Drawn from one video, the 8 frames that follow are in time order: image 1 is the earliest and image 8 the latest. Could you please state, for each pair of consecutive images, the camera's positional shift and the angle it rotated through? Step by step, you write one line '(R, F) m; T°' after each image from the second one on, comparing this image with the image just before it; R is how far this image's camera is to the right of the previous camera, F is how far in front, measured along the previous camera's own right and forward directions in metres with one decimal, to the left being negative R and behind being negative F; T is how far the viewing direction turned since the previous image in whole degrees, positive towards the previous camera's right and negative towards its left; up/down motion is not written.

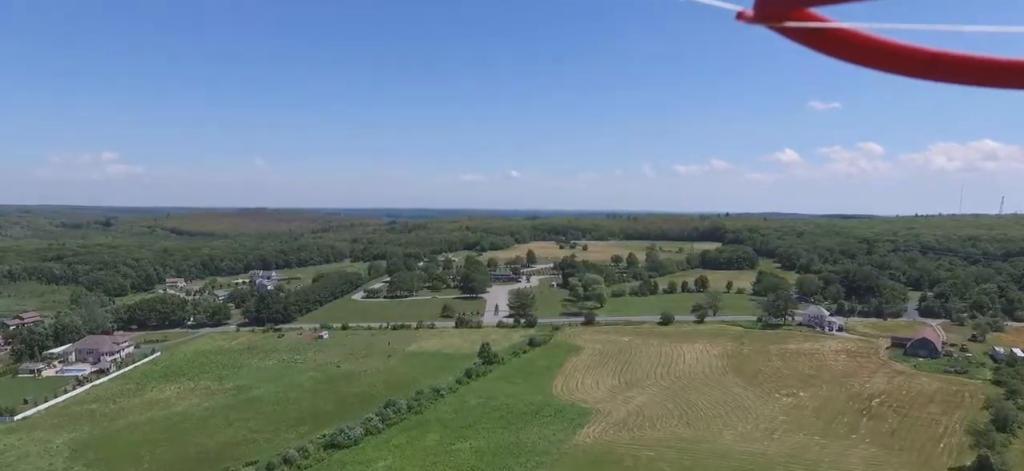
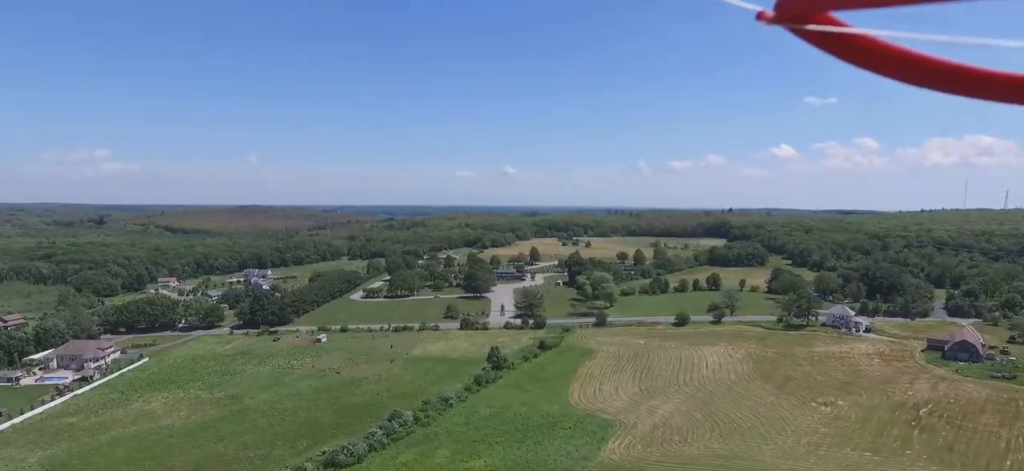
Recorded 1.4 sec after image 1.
(+0.1, +17.3) m; 0°
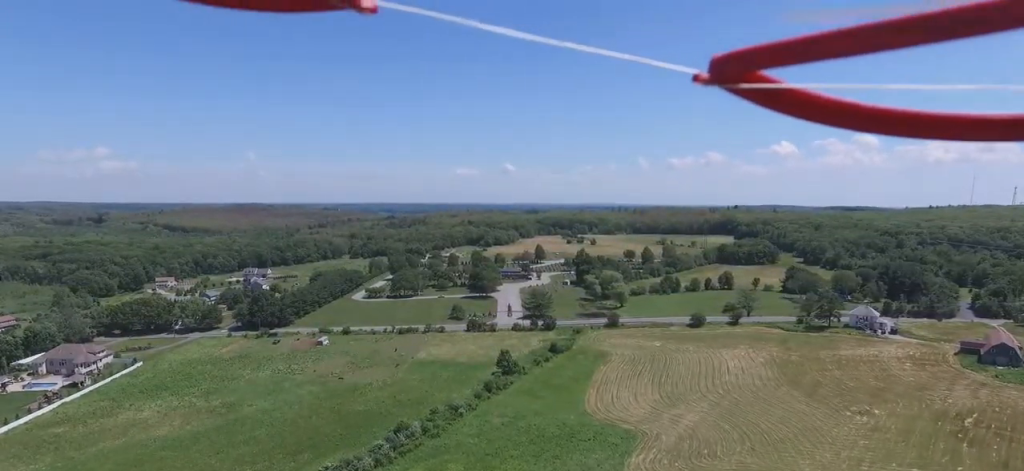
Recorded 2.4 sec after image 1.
(0.0, +13.8) m; 0°
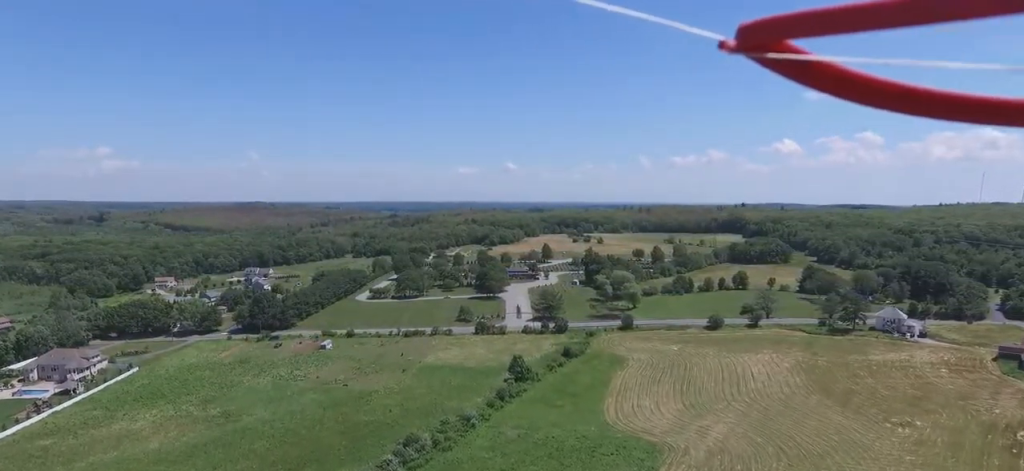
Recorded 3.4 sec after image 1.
(0.0, +11.9) m; 0°
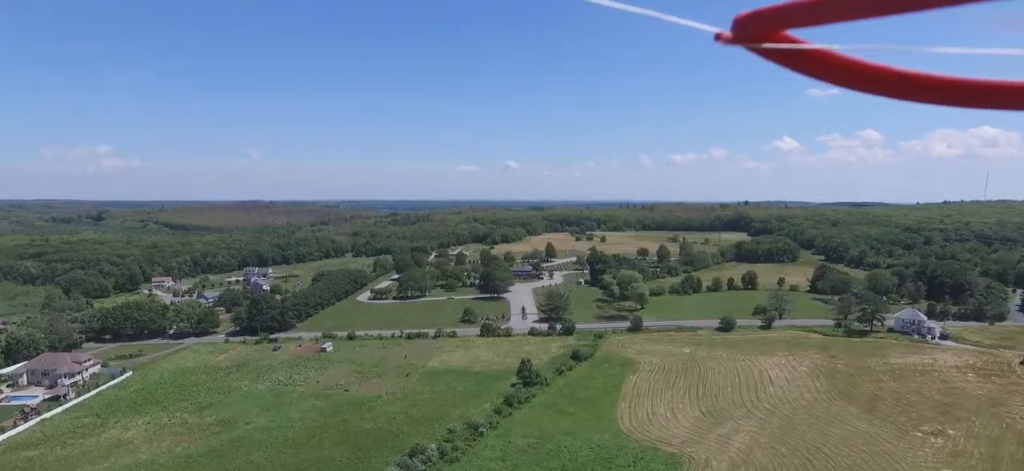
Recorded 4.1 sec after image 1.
(0.0, +9.7) m; 0°
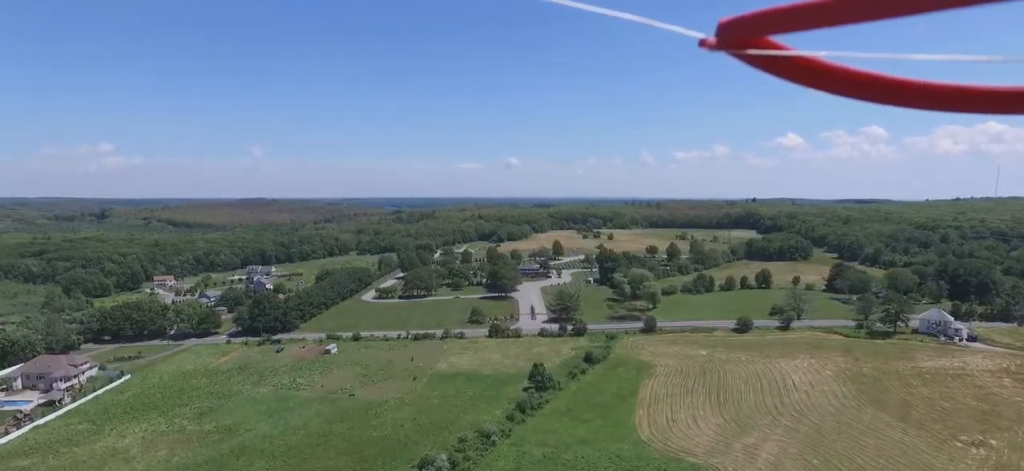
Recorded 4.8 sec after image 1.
(0.0, +9.9) m; 0°
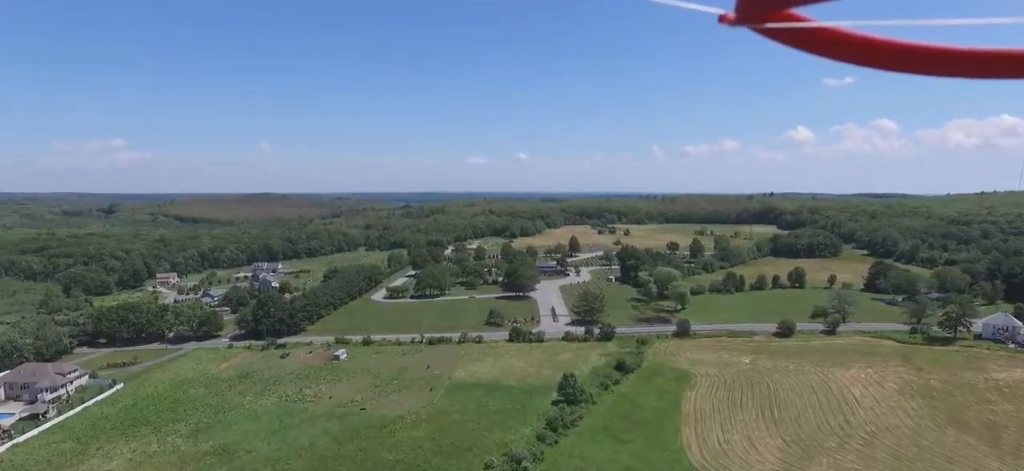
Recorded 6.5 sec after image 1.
(+0.1, +21.3) m; 0°
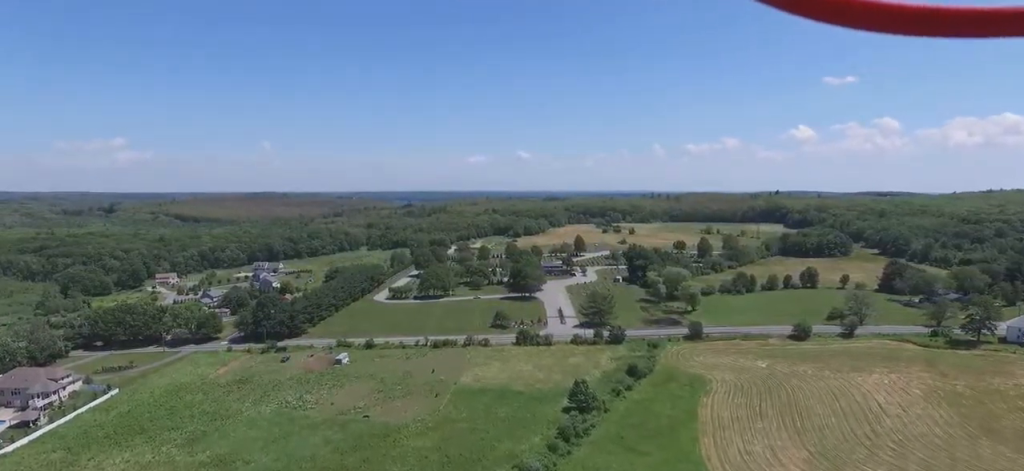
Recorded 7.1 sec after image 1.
(0.0, +8.3) m; 0°
